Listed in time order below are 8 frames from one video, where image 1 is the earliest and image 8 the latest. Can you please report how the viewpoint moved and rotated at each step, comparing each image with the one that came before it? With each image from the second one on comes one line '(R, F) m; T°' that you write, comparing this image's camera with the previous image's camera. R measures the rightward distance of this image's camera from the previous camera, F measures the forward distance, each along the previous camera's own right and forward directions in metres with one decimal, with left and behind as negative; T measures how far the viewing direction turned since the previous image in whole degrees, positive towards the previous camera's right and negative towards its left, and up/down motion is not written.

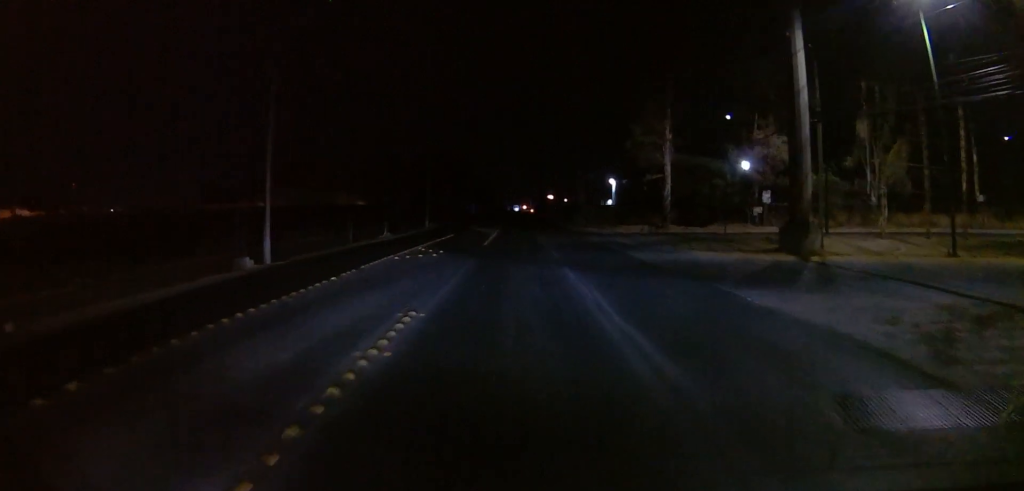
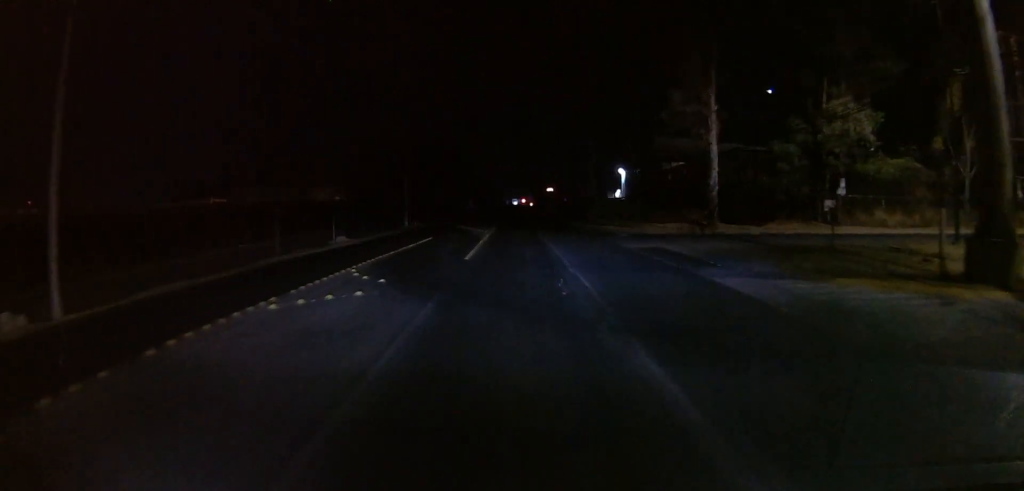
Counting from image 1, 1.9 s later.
(+0.6, +11.4) m; +4°
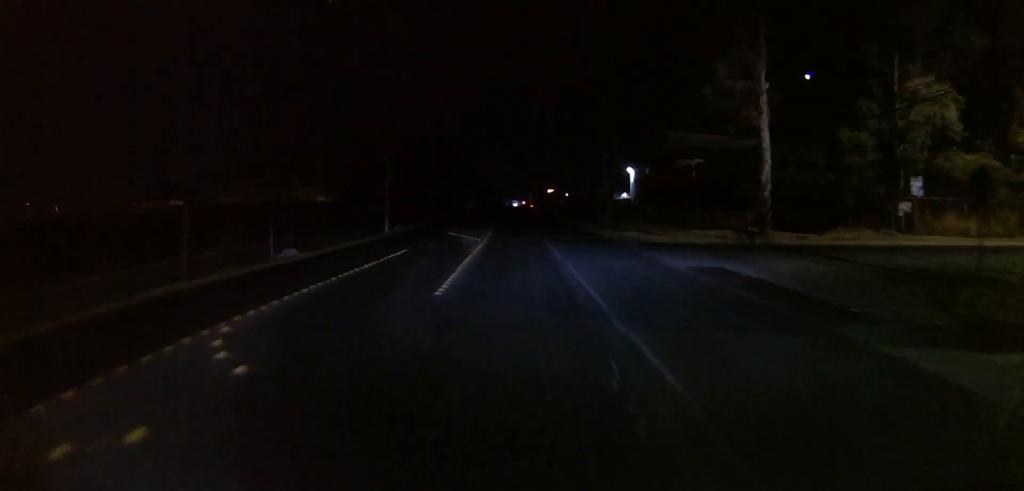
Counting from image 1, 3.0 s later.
(0.0, +7.7) m; 0°
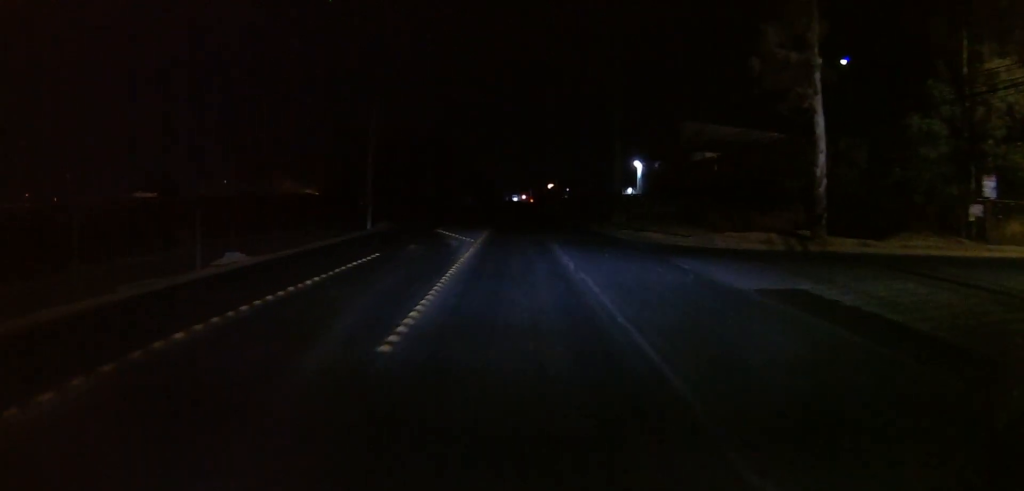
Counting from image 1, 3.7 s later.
(0.0, +5.5) m; 0°
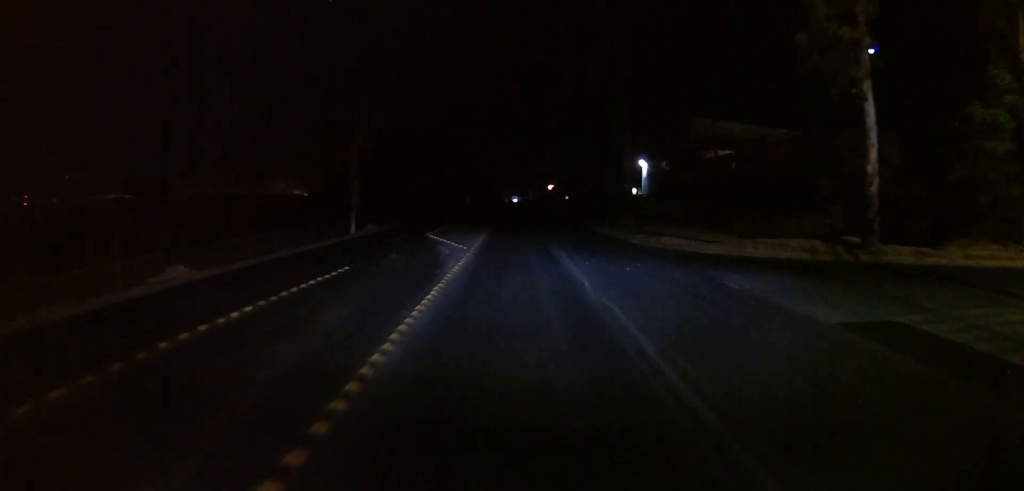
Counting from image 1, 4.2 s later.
(0.0, +4.3) m; 0°
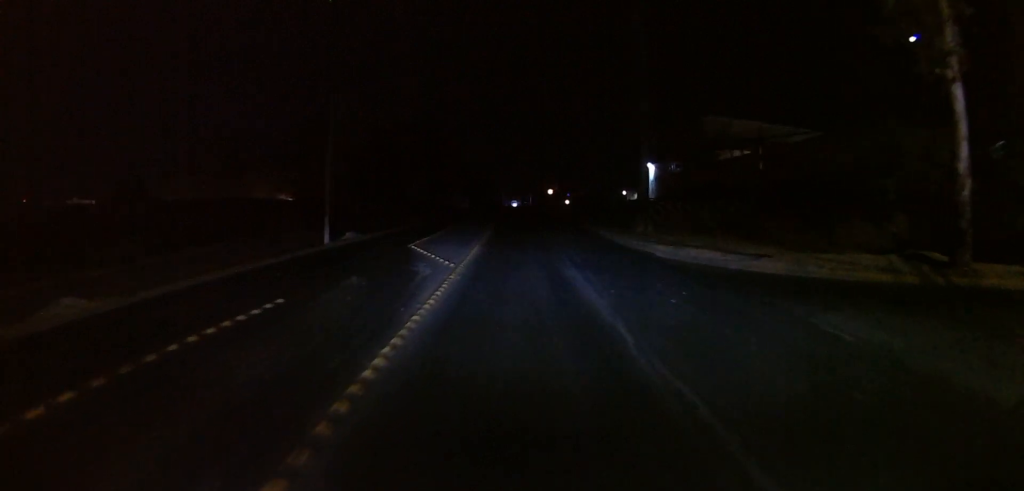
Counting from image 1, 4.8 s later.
(0.0, +5.6) m; 0°
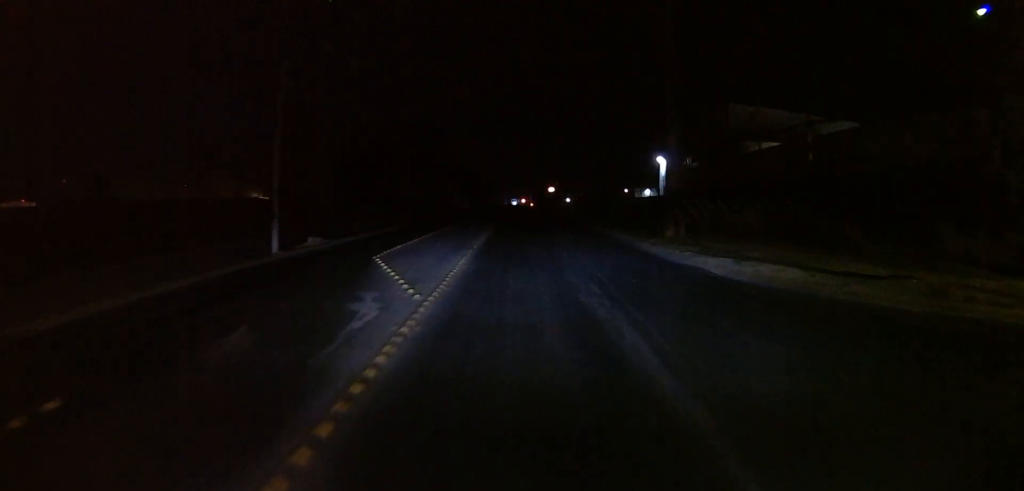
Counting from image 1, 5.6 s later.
(0.0, +7.2) m; 0°
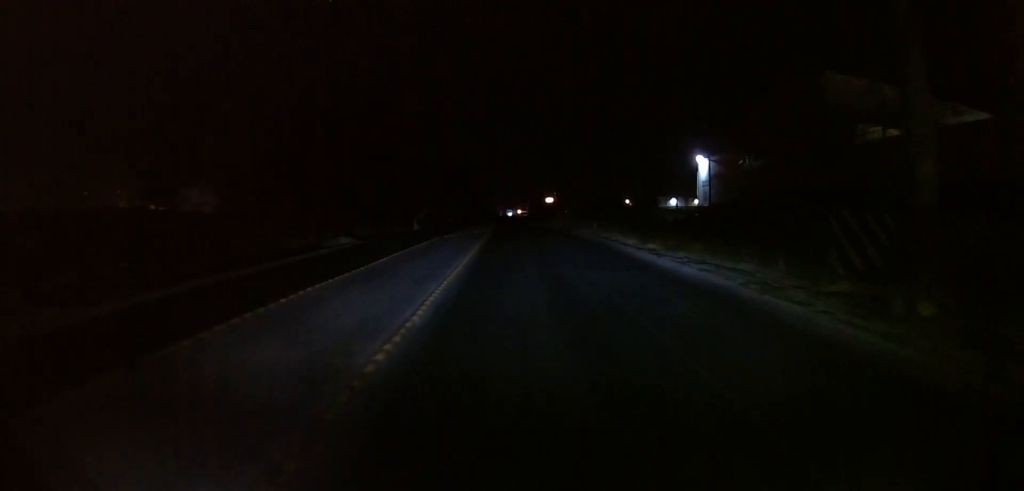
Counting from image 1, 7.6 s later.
(-1.1, +20.0) m; -3°
